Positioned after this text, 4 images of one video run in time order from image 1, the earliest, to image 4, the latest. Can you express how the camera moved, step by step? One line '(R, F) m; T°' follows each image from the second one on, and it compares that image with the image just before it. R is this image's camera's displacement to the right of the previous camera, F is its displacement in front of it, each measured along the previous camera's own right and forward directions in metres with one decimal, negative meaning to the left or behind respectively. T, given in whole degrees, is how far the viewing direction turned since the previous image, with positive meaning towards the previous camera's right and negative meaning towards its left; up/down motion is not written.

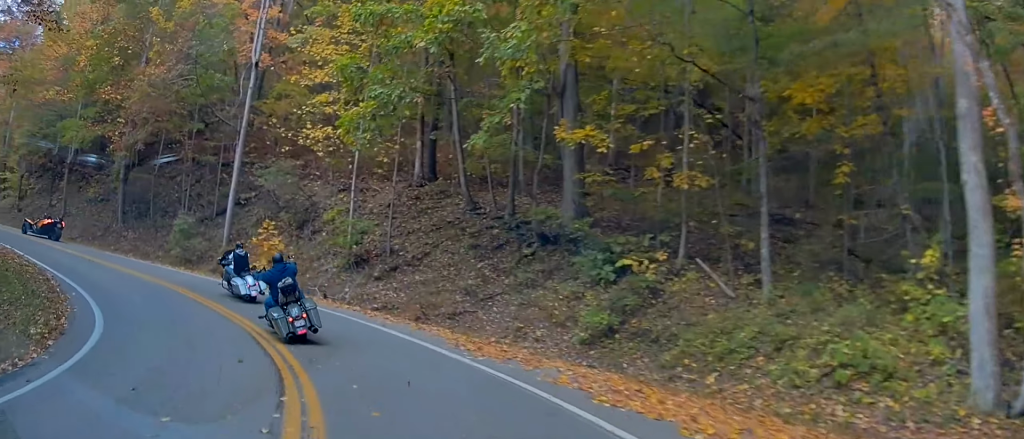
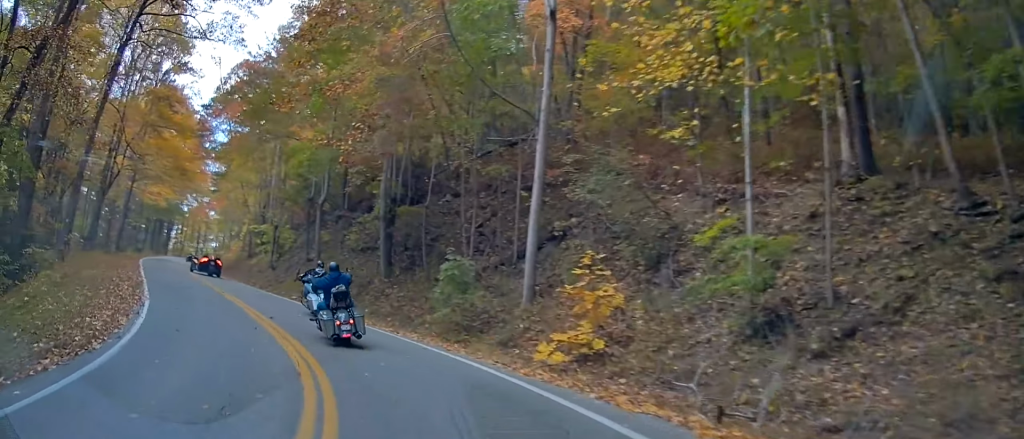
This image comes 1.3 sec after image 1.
(-2.4, +10.7) m; -23°
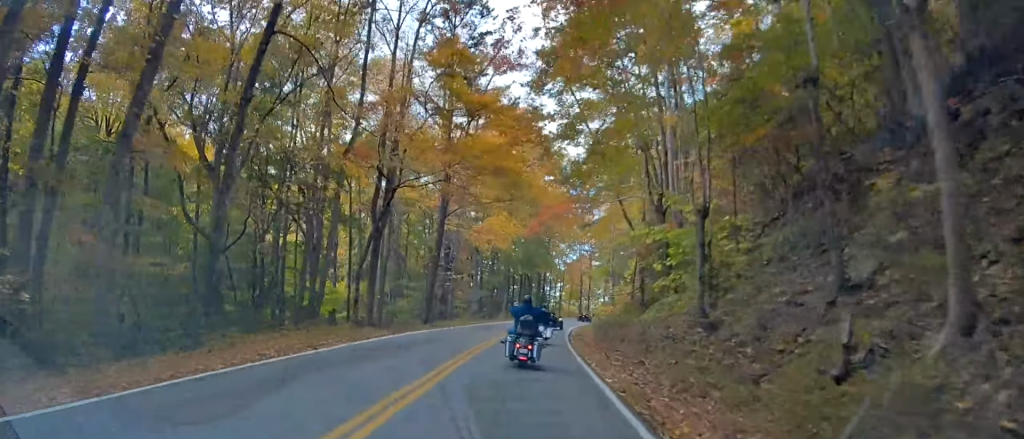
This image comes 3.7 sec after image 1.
(-5.1, +25.0) m; -23°
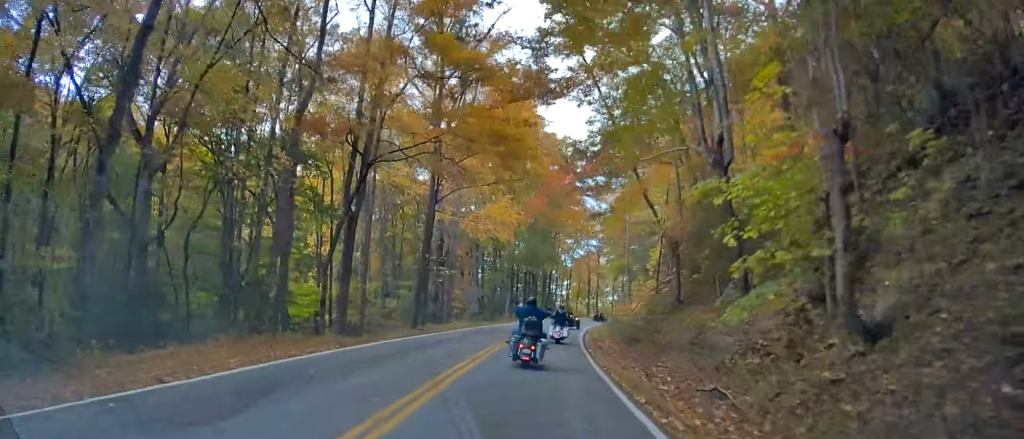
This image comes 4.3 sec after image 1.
(-0.5, +6.4) m; -8°
